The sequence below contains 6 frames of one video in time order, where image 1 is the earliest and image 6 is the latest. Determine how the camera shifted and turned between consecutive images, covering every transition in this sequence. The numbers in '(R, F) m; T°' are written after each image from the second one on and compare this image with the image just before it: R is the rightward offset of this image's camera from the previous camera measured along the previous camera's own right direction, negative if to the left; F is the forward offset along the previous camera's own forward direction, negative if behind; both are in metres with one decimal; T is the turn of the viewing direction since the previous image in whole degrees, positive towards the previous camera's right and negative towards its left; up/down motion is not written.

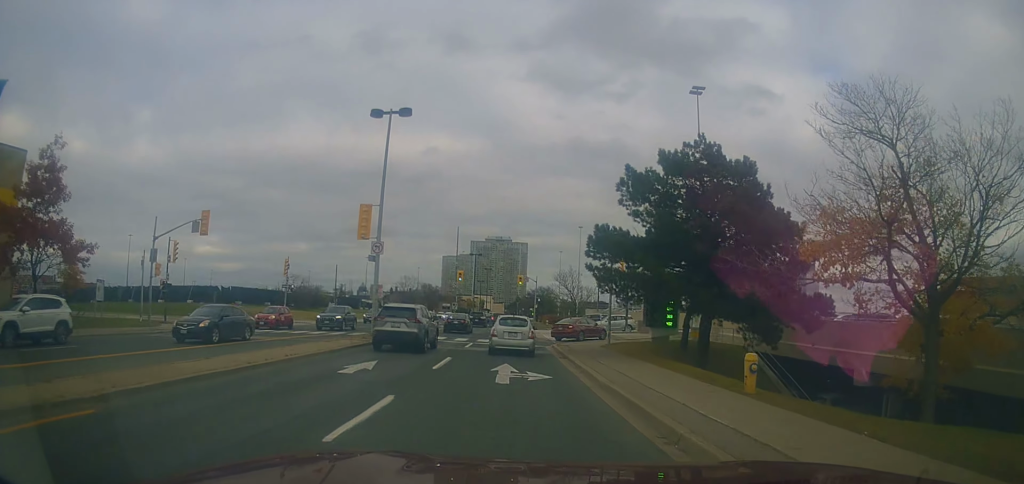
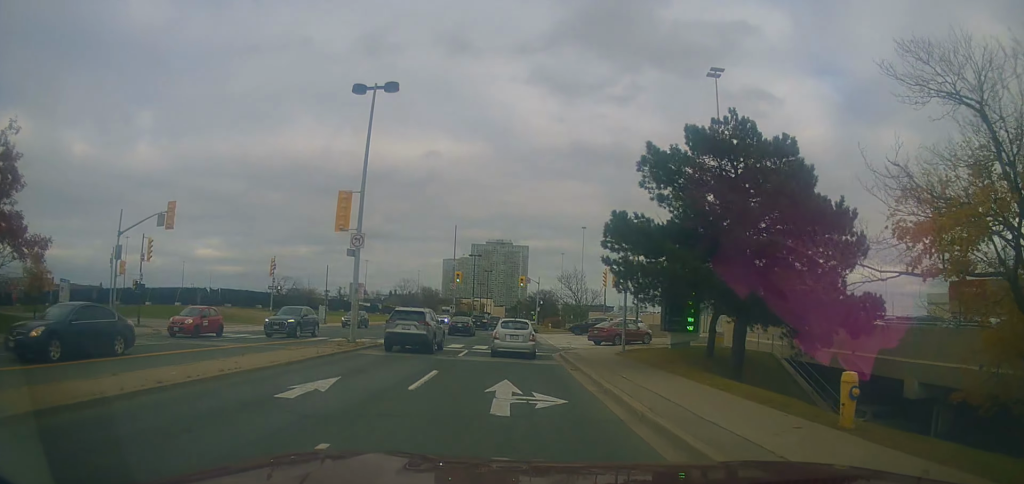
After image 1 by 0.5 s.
(-0.2, +3.4) m; -1°
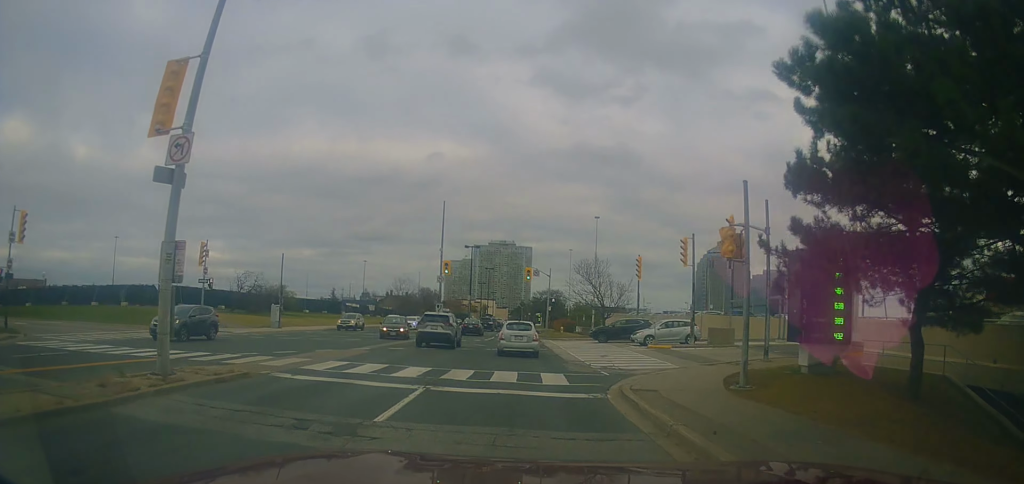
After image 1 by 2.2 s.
(0.0, +12.6) m; 0°
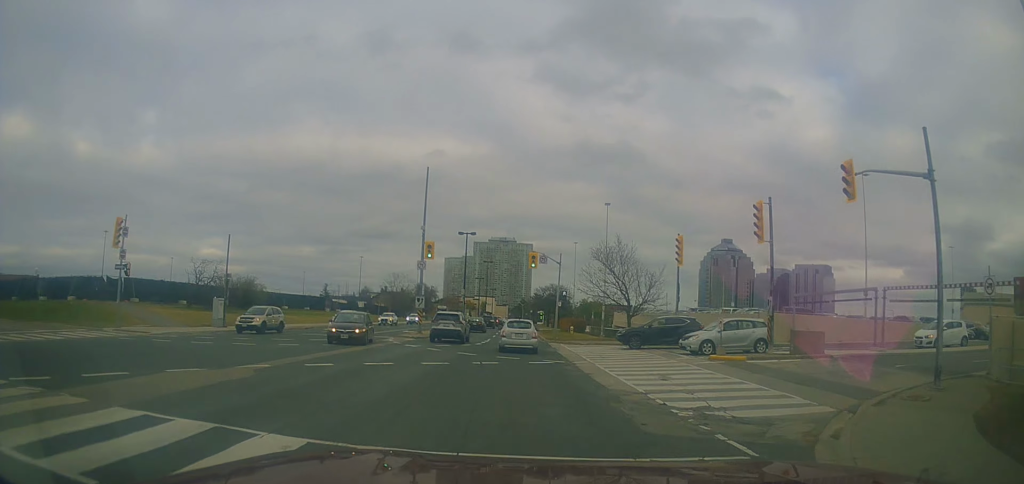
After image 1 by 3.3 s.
(0.0, +9.5) m; -1°
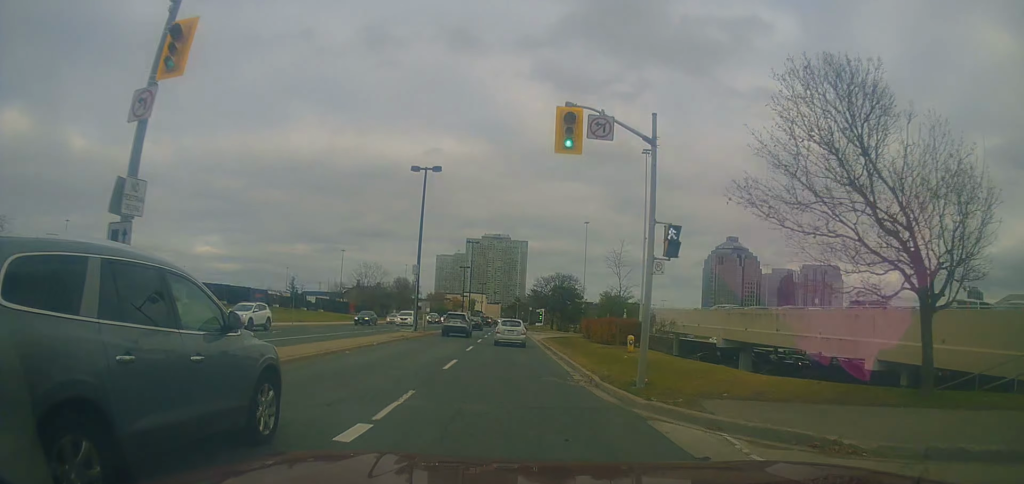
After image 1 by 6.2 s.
(0.0, +27.8) m; +1°
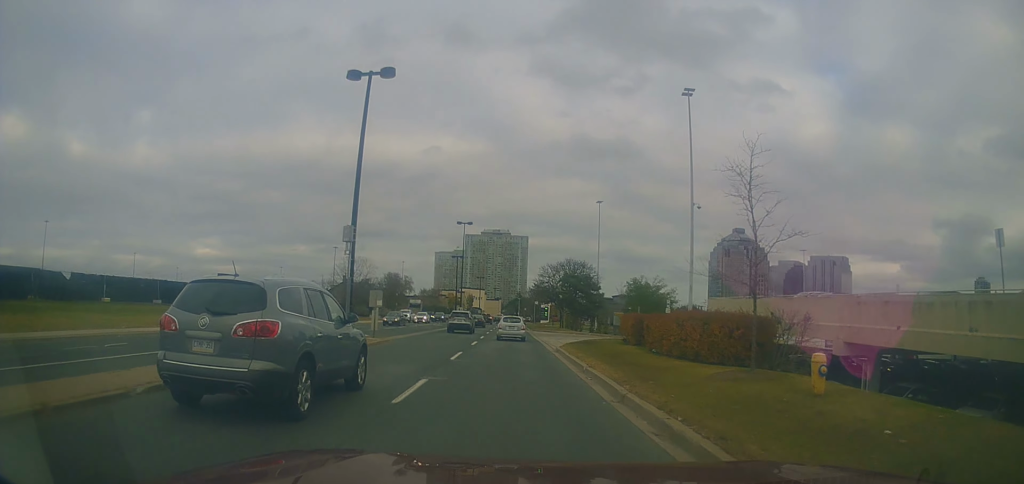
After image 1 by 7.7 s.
(+0.4, +15.4) m; +4°
